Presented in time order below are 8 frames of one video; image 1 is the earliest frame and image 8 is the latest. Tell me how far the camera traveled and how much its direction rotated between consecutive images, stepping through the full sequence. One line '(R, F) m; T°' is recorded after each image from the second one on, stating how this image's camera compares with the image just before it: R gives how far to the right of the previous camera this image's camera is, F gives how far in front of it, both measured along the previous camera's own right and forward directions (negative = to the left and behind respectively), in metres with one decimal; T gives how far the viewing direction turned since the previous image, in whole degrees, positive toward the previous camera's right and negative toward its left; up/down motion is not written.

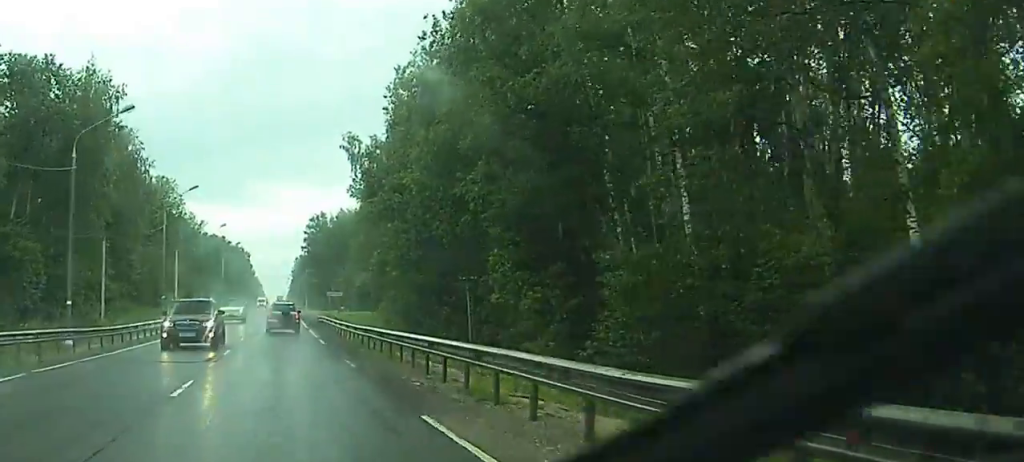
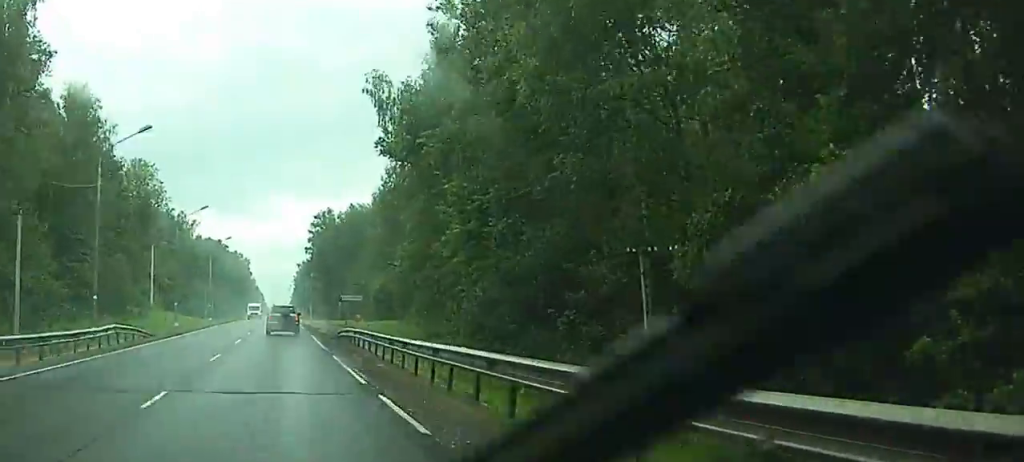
(-0.2, +25.8) m; 0°
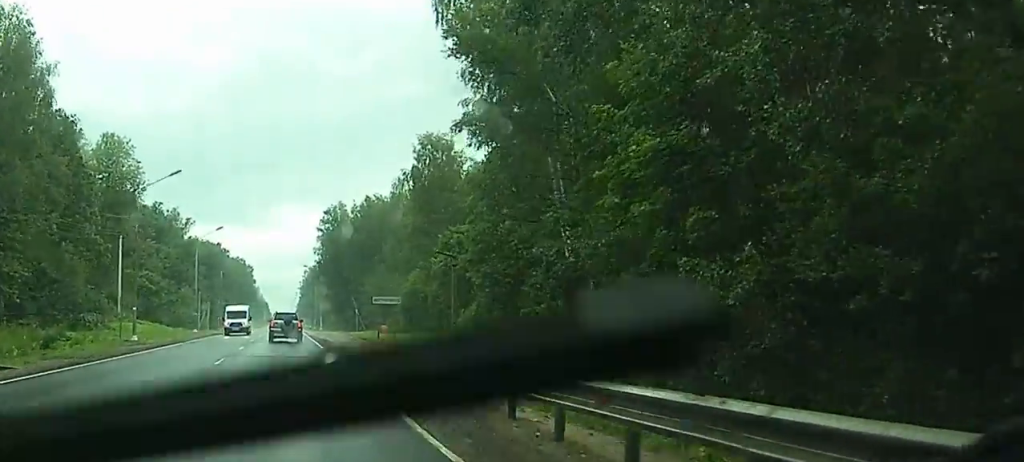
(0.0, +24.2) m; 0°
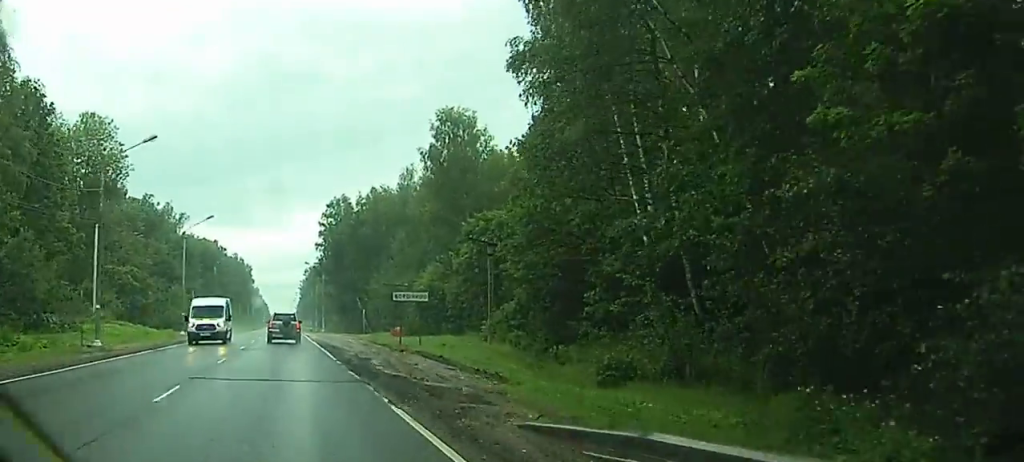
(-0.1, +10.9) m; 0°
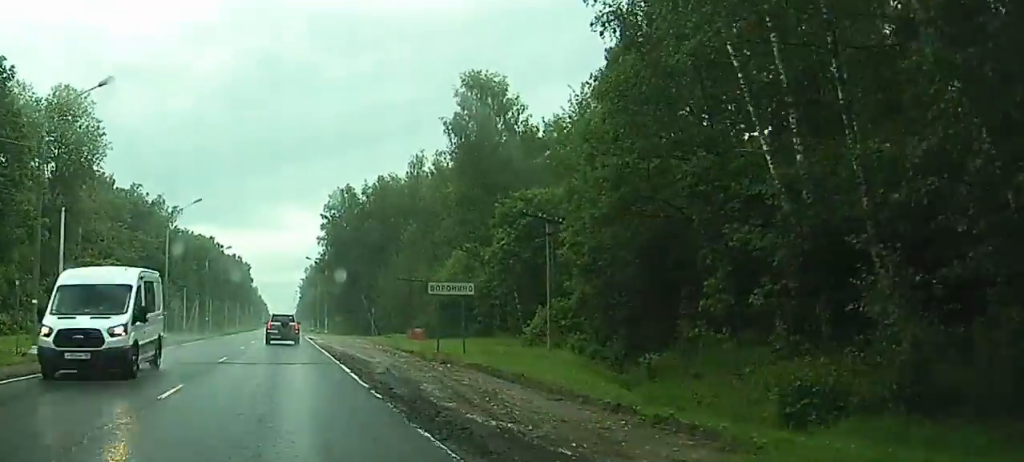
(0.0, +11.4) m; 0°
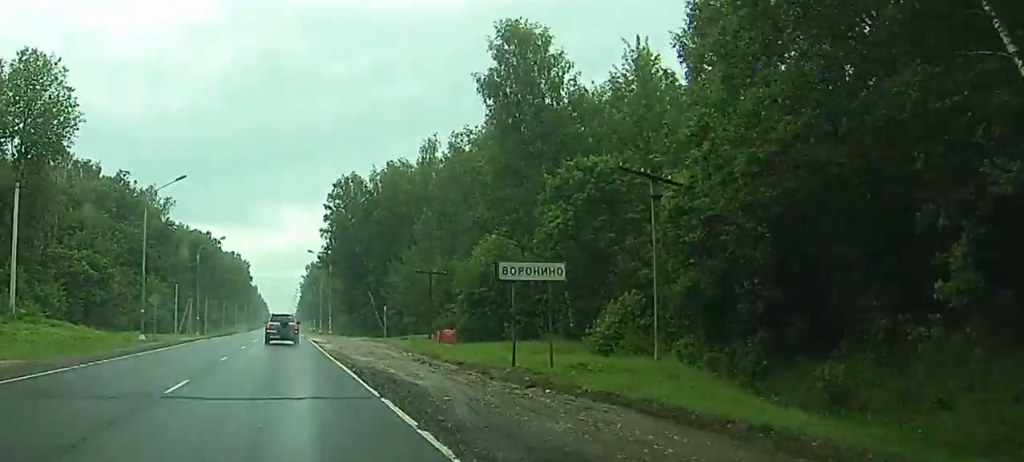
(0.0, +11.3) m; 0°
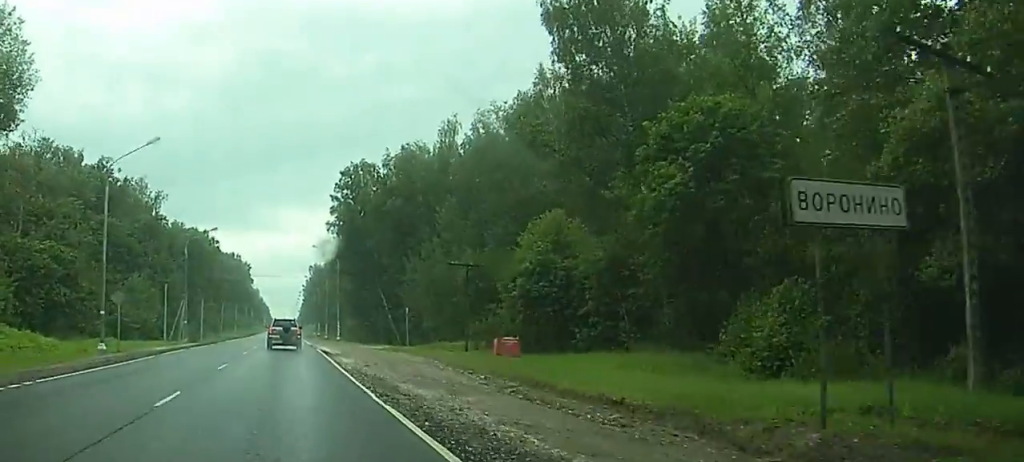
(0.0, +13.5) m; 0°
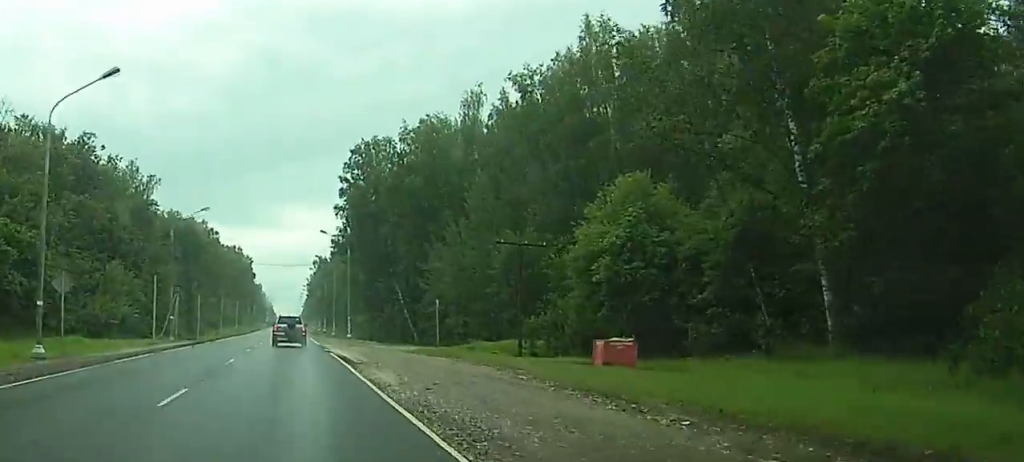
(0.0, +12.4) m; +1°
